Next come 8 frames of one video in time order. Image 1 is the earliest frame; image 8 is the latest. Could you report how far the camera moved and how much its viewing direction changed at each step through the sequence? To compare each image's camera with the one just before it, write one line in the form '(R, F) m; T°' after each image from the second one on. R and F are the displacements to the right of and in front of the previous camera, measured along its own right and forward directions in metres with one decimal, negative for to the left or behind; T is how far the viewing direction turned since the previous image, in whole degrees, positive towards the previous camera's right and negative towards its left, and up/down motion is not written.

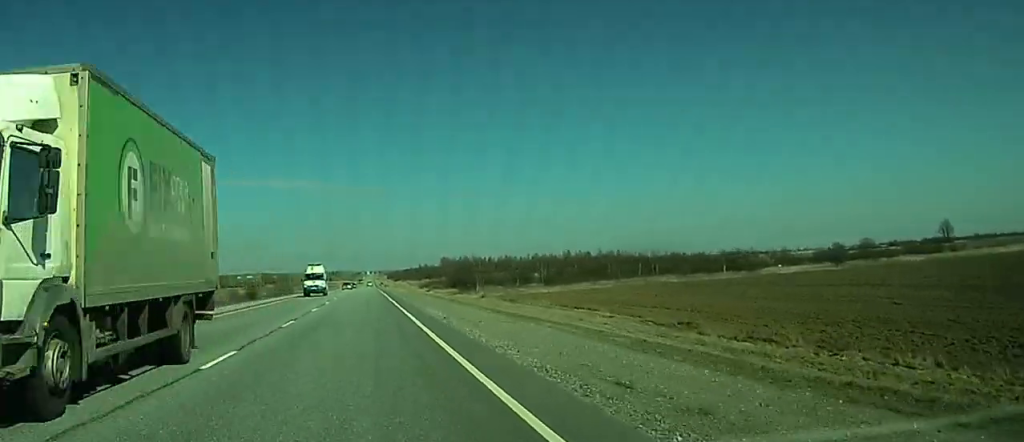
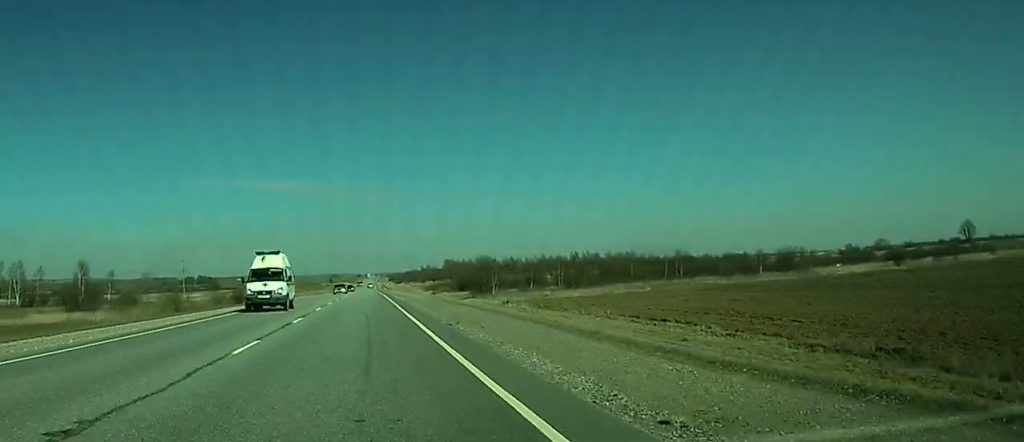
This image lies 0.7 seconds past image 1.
(0.0, +22.3) m; 0°
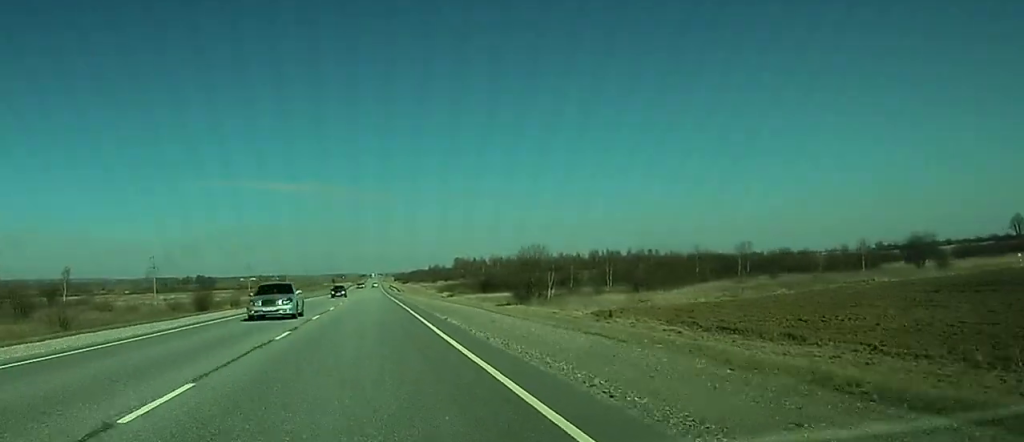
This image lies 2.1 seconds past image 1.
(+0.3, +45.9) m; +1°
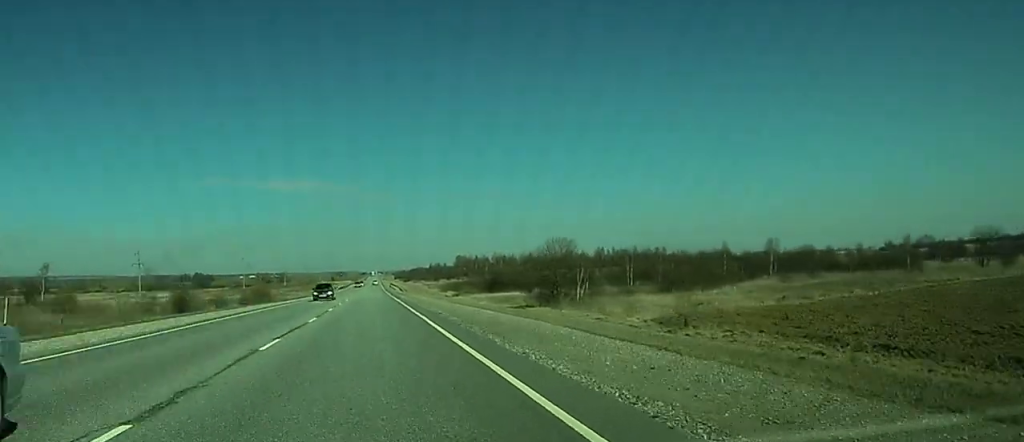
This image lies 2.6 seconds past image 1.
(0.0, +16.1) m; 0°
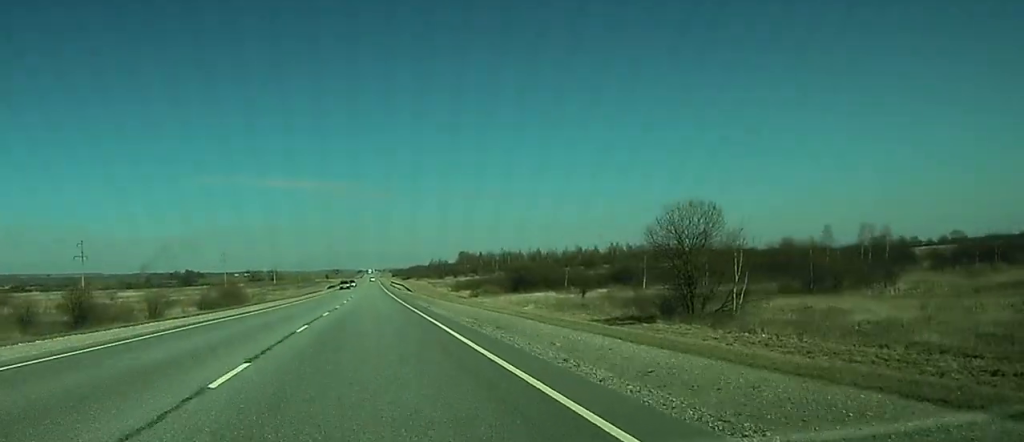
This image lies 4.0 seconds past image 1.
(+0.1, +44.2) m; 0°
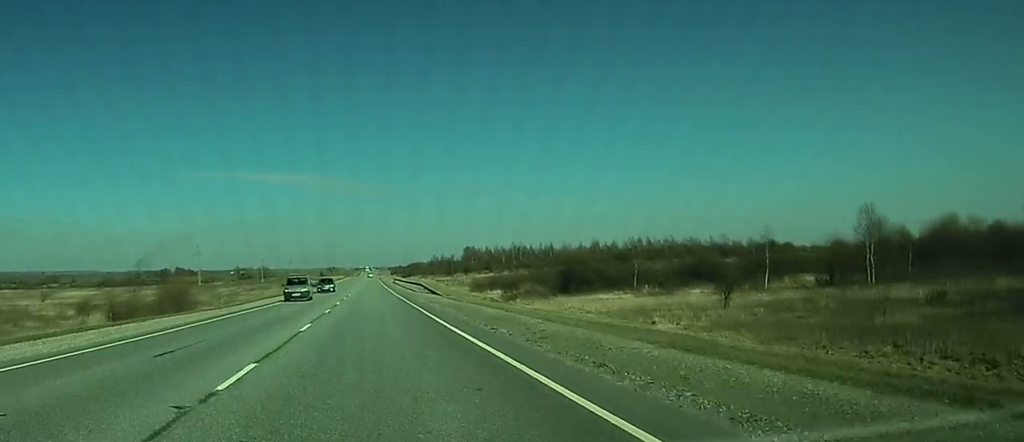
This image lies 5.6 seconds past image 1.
(-0.2, +51.0) m; 0°
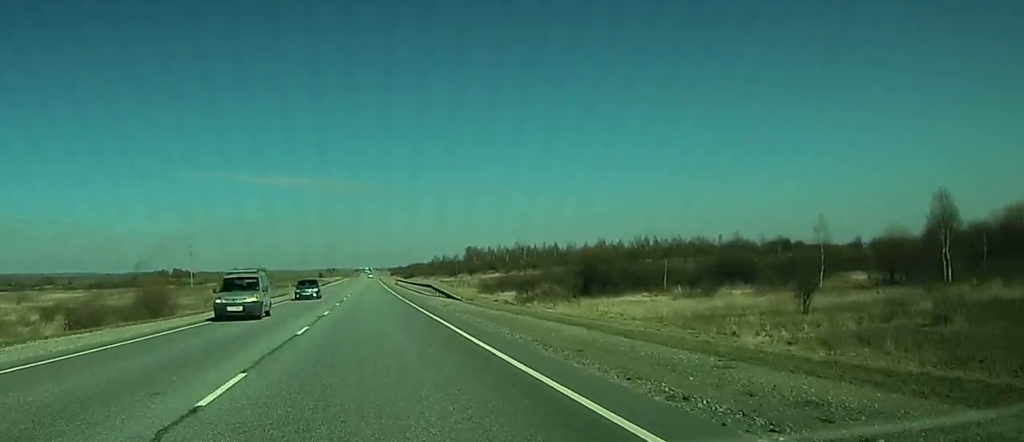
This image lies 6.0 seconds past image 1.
(0.0, +14.2) m; +1°
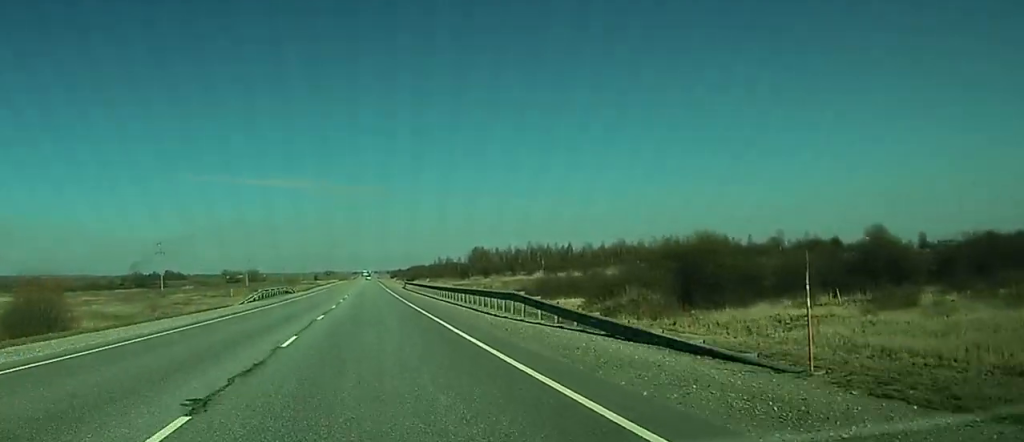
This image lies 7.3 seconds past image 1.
(+0.9, +42.6) m; 0°
